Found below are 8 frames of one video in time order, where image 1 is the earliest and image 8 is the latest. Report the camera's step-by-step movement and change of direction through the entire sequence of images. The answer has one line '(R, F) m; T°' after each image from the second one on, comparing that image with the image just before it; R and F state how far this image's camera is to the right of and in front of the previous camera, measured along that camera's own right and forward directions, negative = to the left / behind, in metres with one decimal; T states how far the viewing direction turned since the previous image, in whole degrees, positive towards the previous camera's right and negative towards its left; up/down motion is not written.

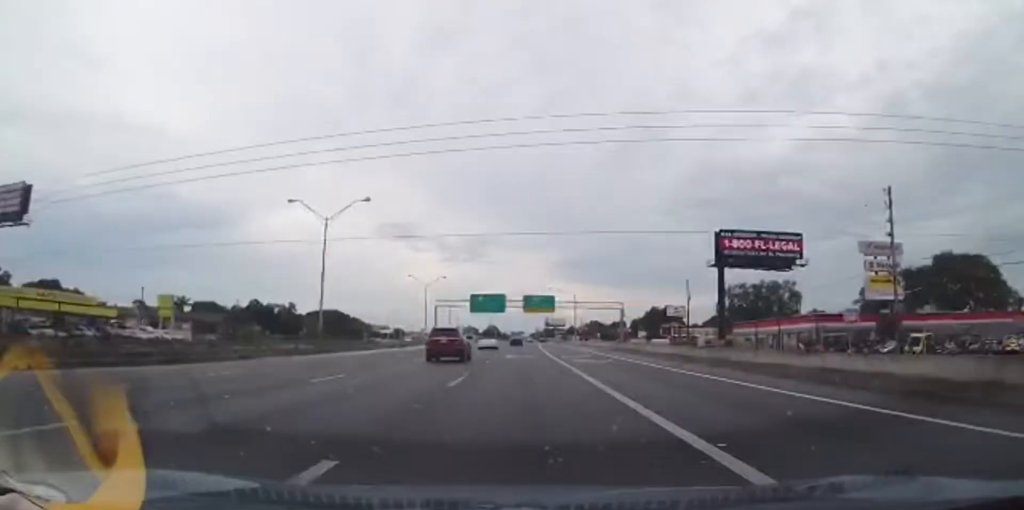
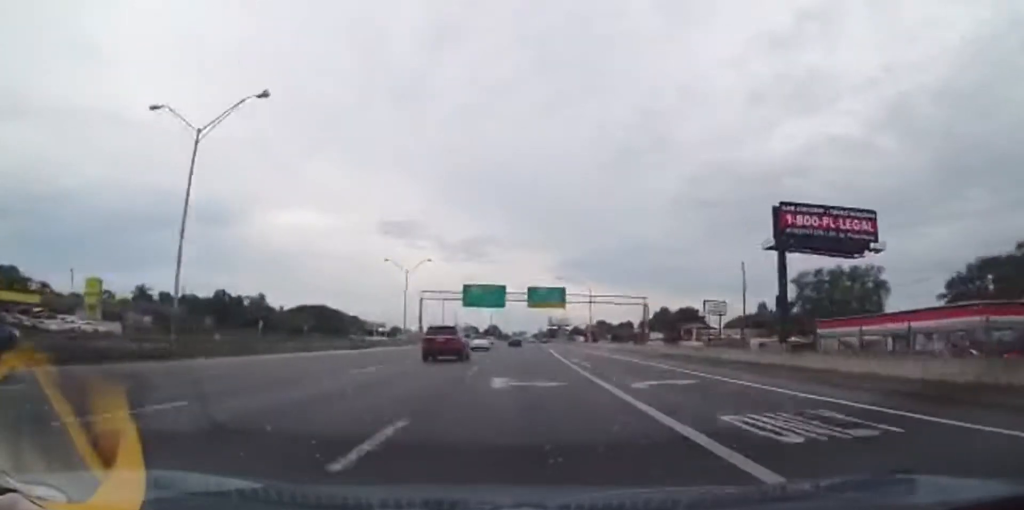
(-0.3, +21.4) m; -1°
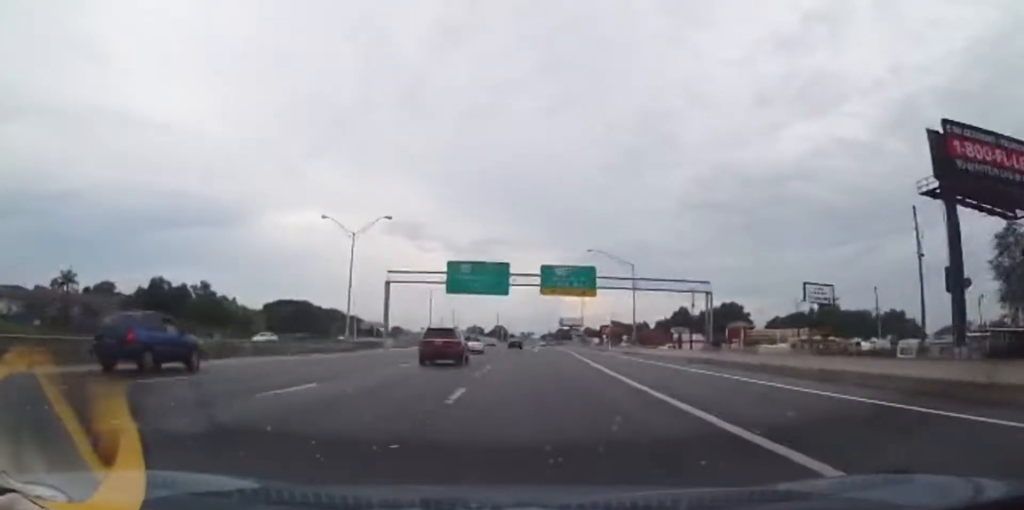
(-0.1, +30.7) m; 0°
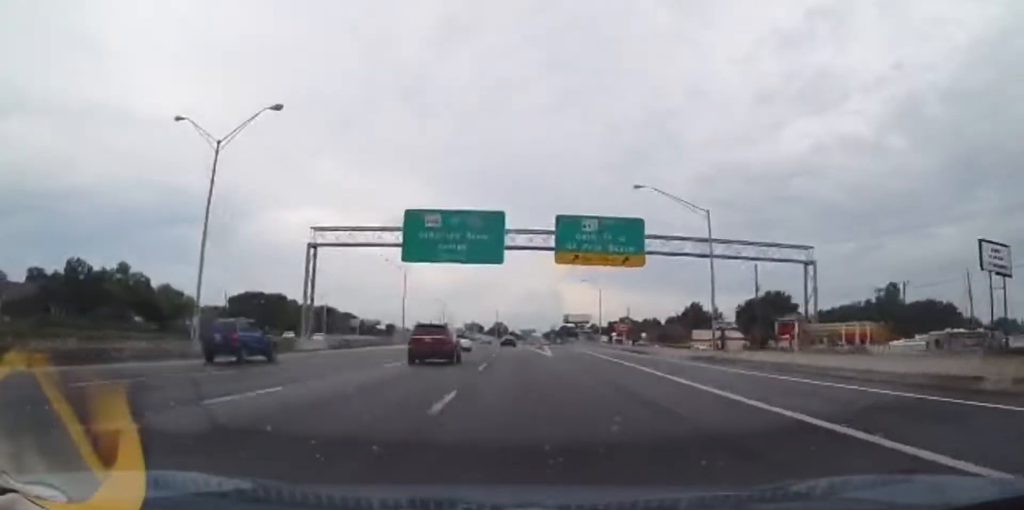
(+0.1, +26.3) m; -1°
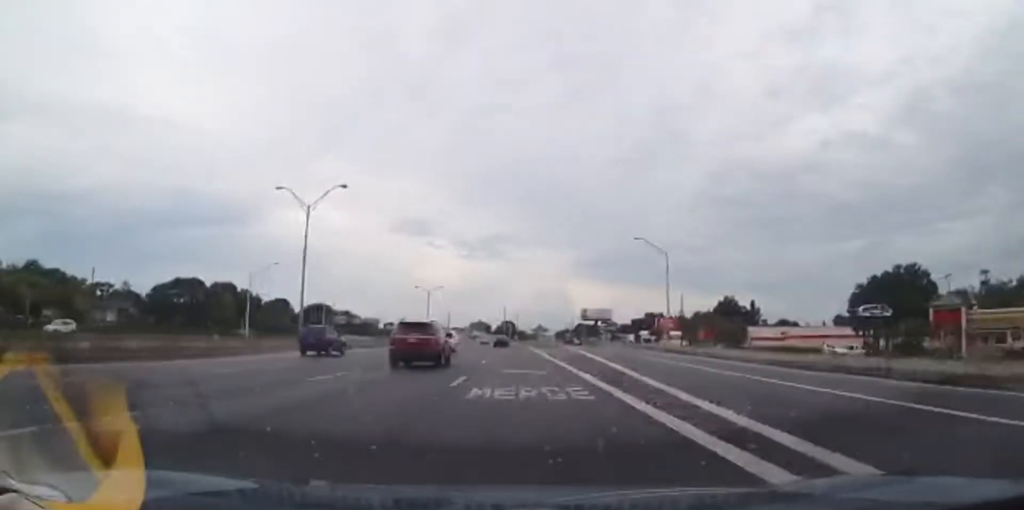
(-0.7, +43.5) m; -1°
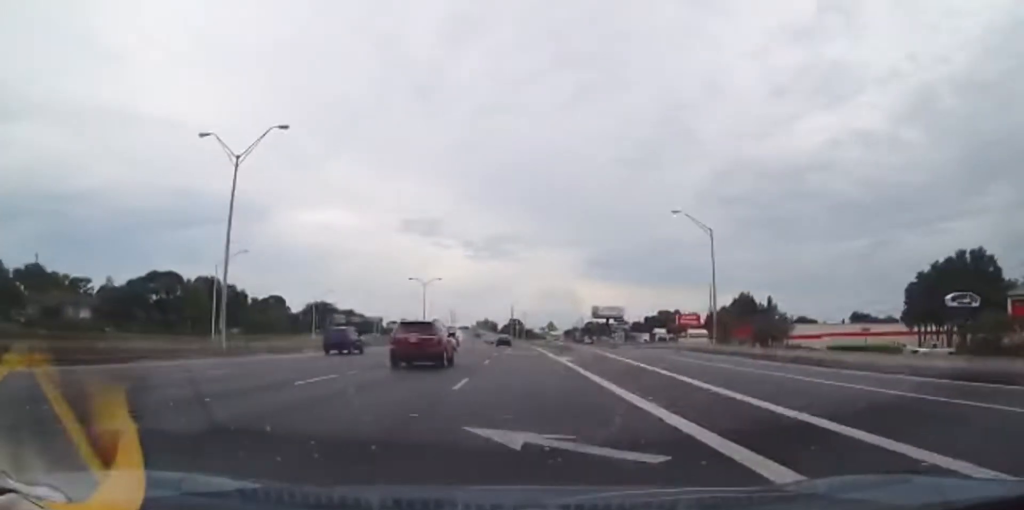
(0.0, +13.3) m; 0°
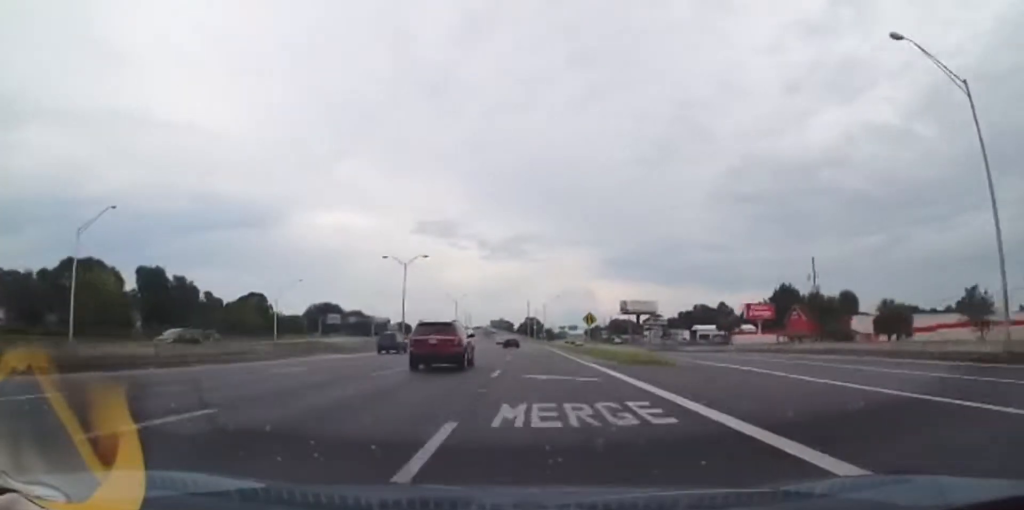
(0.0, +33.1) m; 0°
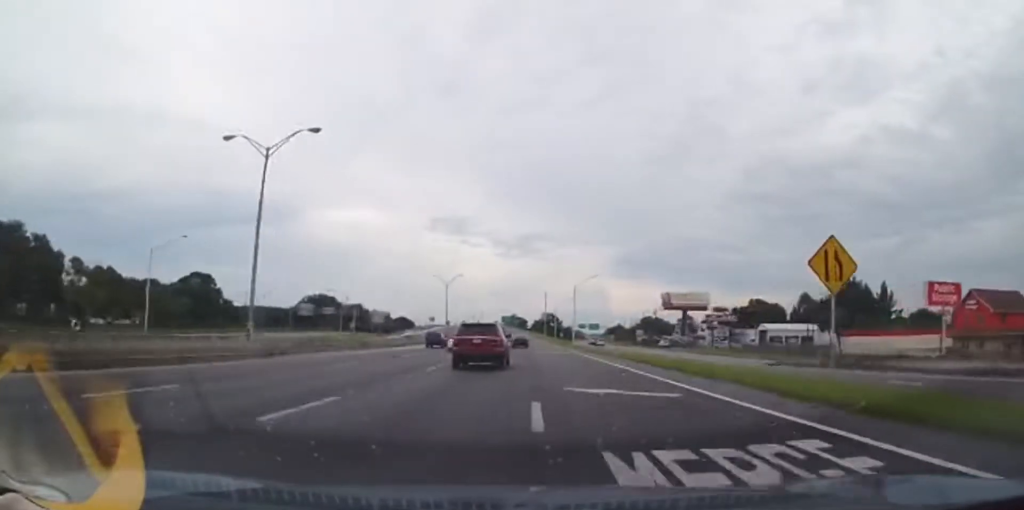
(0.0, +49.0) m; -2°
